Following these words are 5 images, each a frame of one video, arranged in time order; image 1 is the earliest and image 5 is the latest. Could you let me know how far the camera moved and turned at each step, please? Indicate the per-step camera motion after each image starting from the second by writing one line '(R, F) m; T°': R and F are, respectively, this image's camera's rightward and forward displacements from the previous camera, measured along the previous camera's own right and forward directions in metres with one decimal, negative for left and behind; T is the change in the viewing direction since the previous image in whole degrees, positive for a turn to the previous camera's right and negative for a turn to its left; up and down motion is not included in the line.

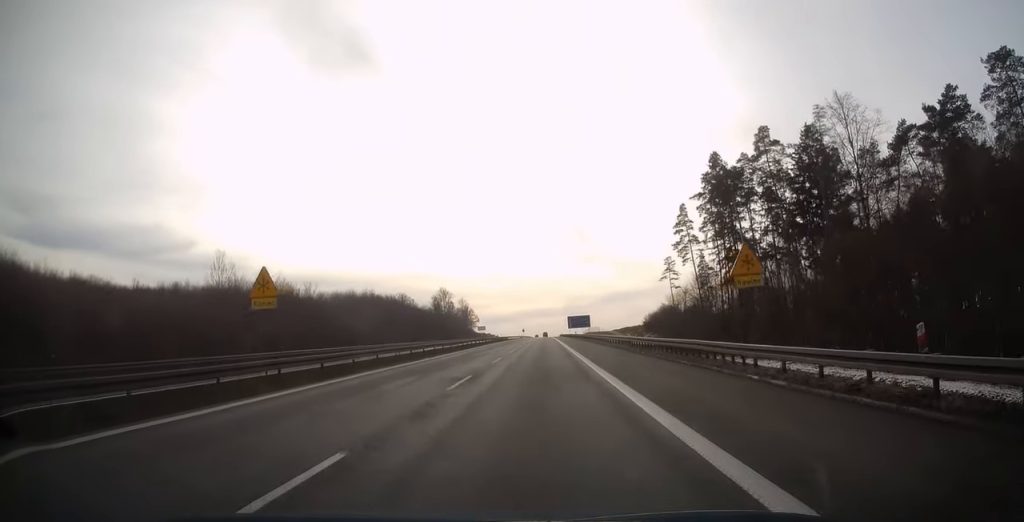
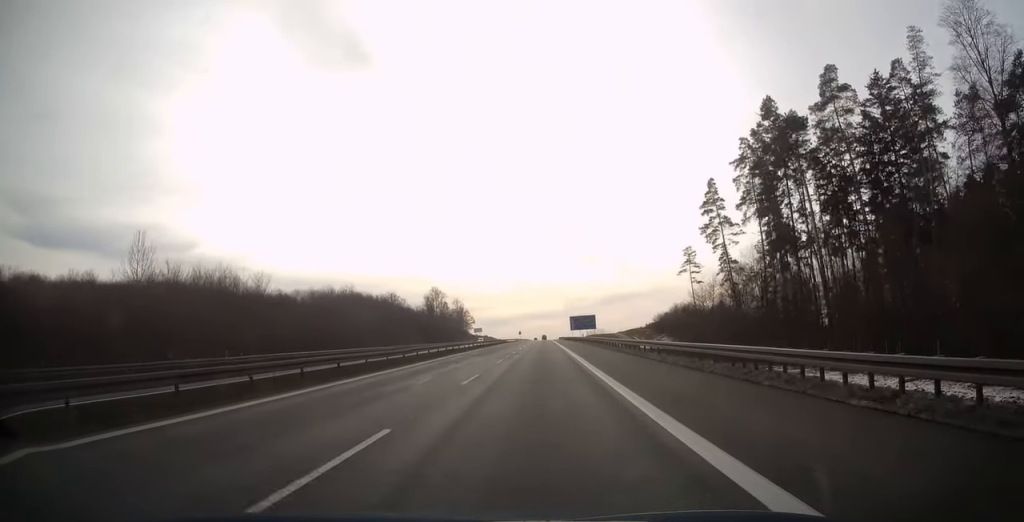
(0.0, +22.0) m; 0°
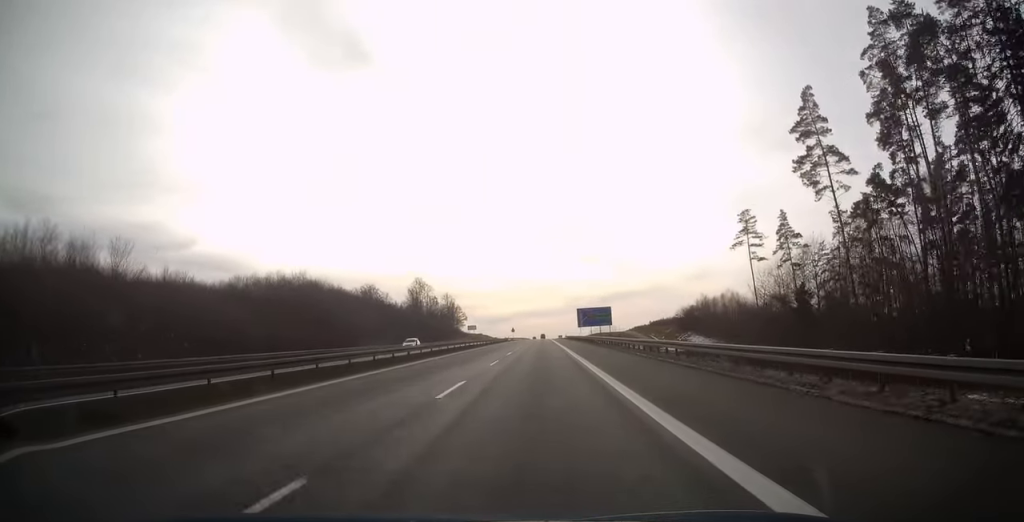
(0.0, +38.4) m; 0°
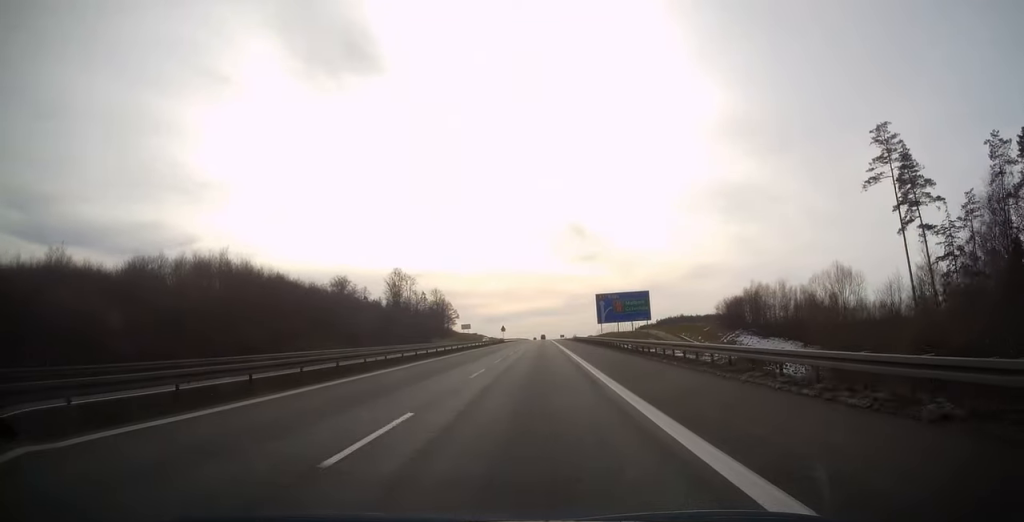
(0.0, +41.5) m; 0°
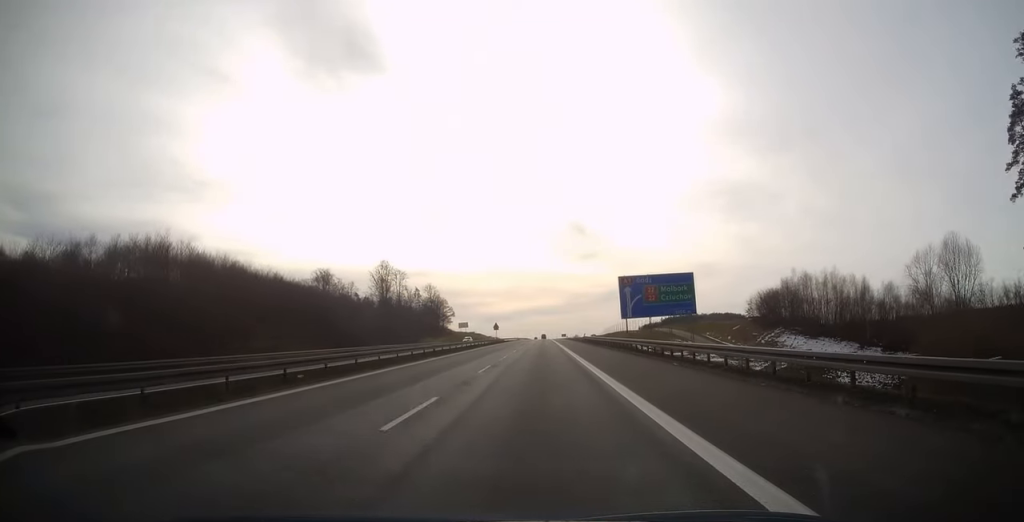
(0.0, +21.5) m; 0°
